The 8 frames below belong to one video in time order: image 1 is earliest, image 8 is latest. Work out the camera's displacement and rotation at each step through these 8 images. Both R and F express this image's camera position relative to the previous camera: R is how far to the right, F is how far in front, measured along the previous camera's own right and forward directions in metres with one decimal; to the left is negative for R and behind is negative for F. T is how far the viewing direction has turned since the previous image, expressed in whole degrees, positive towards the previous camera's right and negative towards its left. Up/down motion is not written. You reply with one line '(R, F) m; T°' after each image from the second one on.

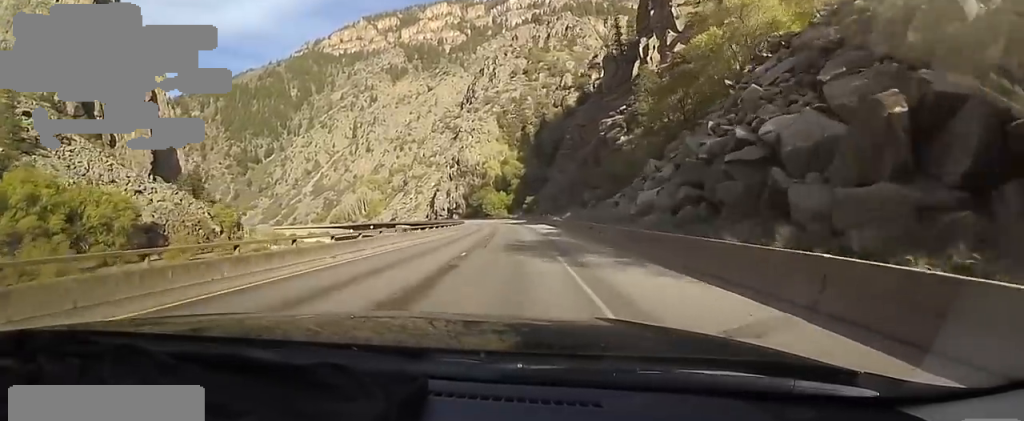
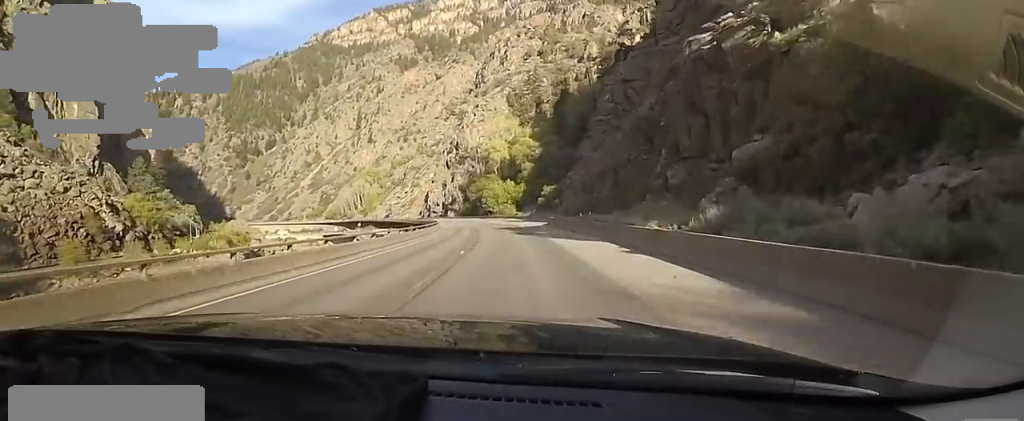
(-0.8, +39.8) m; -1°
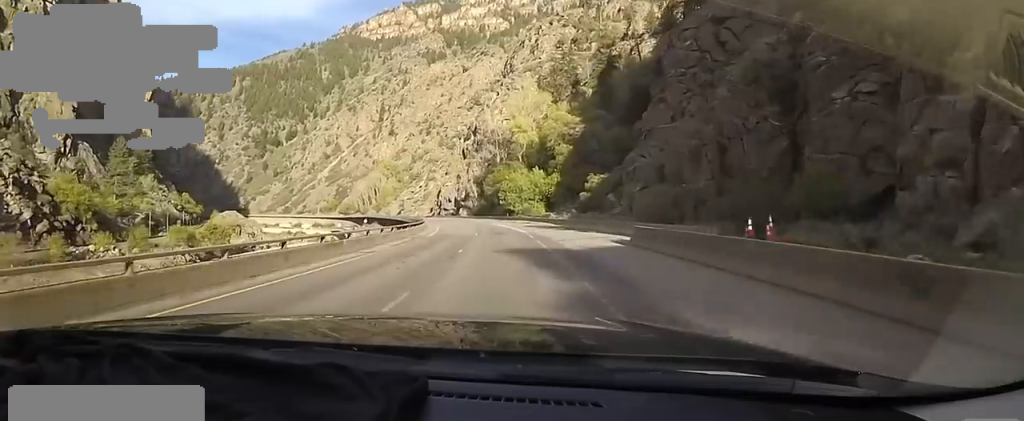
(-0.3, +28.5) m; -4°
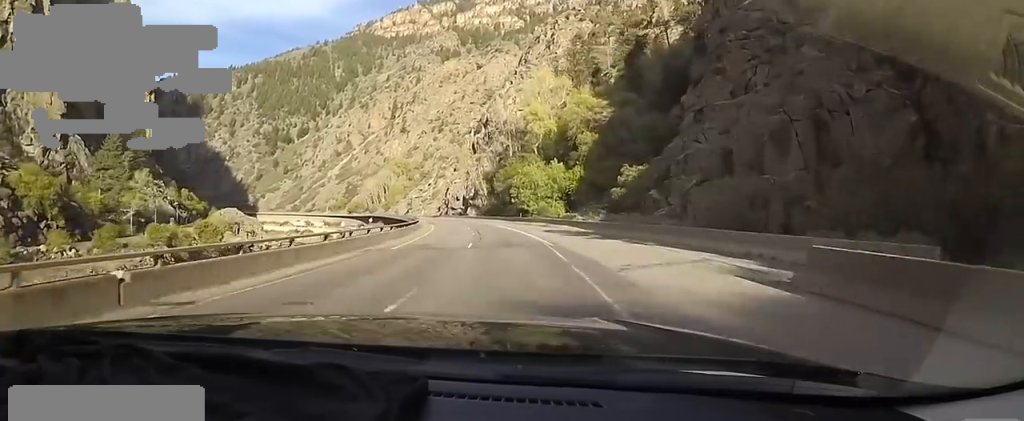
(-1.2, +11.7) m; -2°
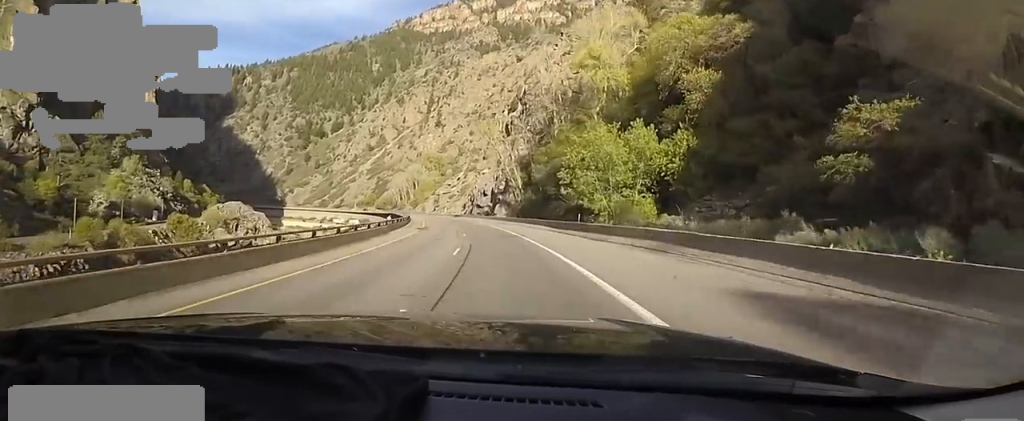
(+1.1, +28.4) m; -4°
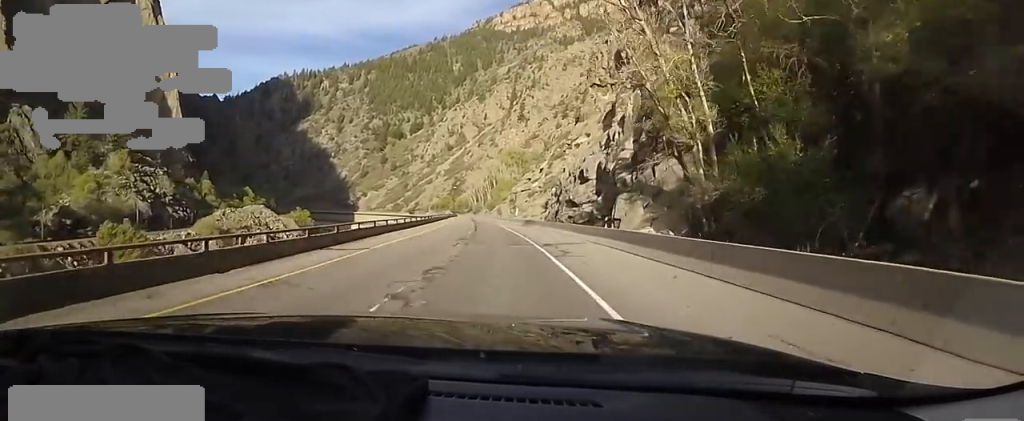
(-5.9, +47.1) m; -11°
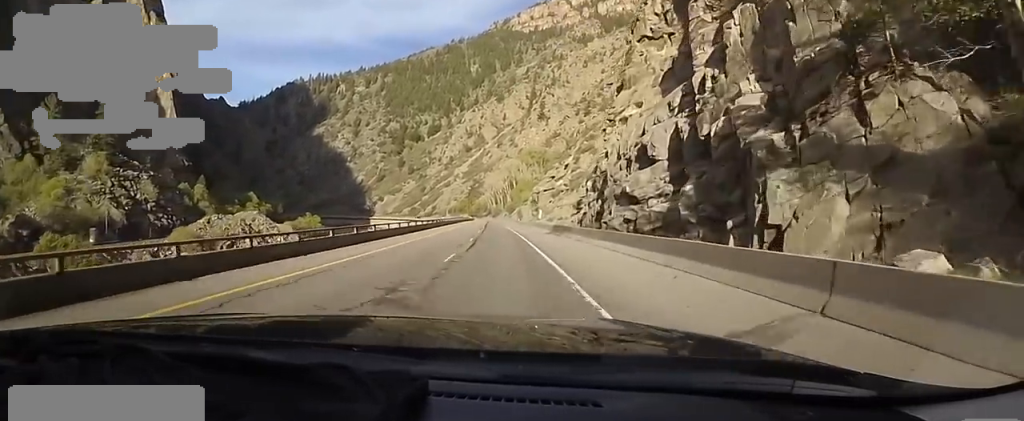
(-0.9, +16.7) m; -4°
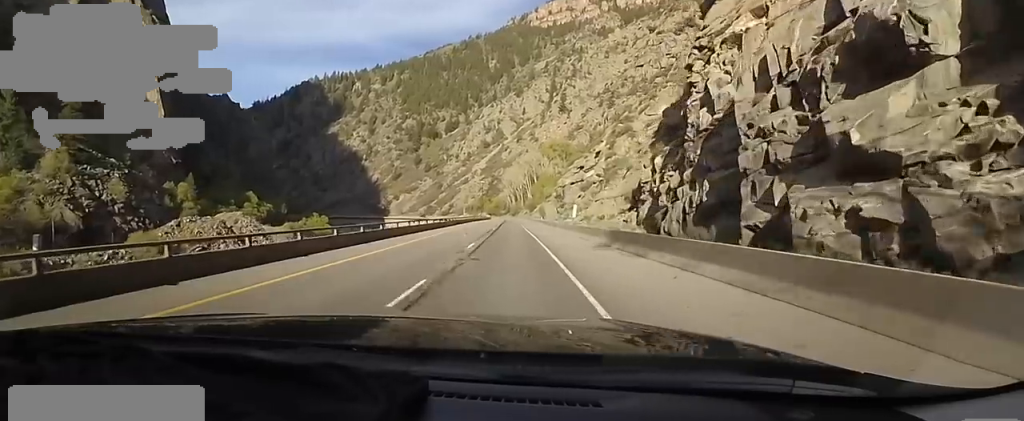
(-0.8, +19.4) m; -4°
